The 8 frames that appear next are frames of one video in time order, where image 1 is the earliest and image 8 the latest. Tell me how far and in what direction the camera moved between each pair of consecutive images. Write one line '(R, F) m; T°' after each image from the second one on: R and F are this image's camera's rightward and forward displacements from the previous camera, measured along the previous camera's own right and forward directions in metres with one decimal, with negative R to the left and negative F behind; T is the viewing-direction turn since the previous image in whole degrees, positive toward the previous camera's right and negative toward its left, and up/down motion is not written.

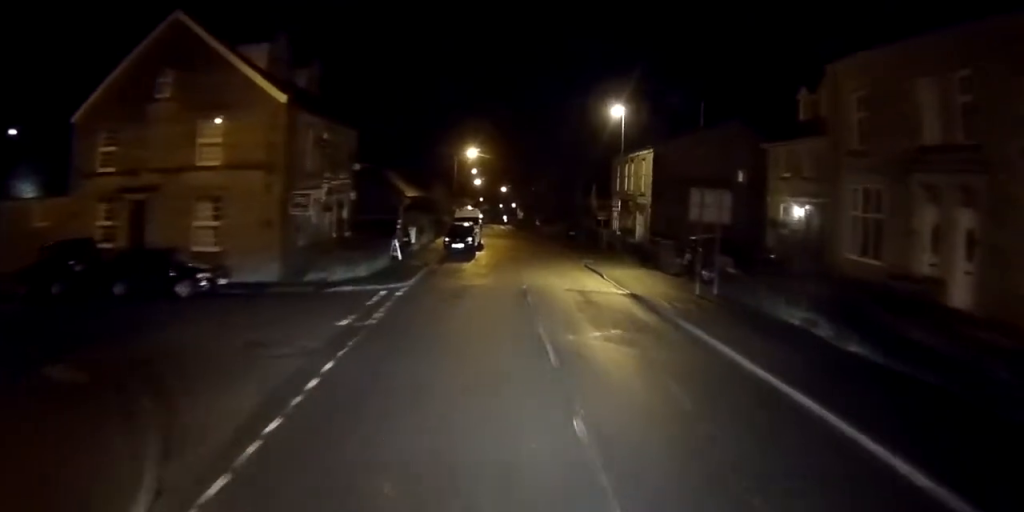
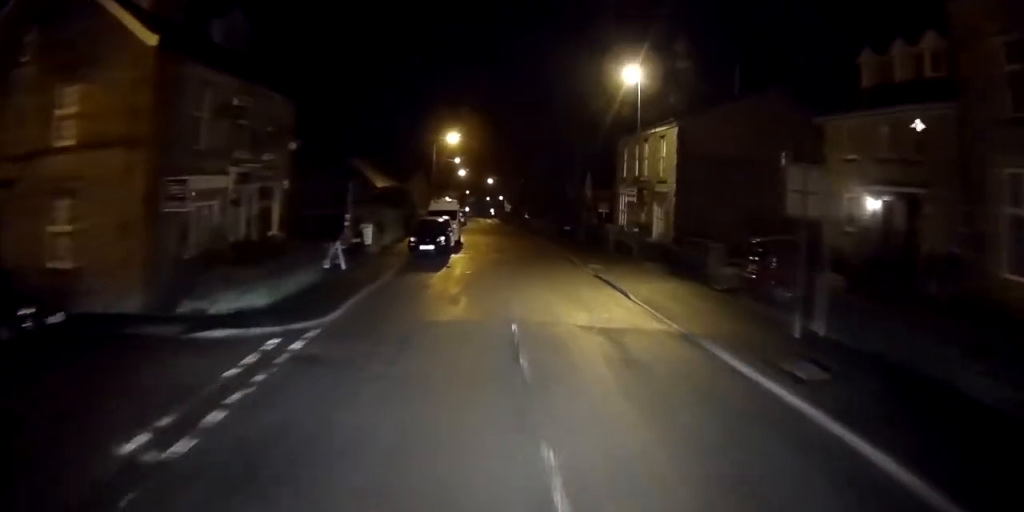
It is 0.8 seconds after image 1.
(+0.2, +8.0) m; 0°
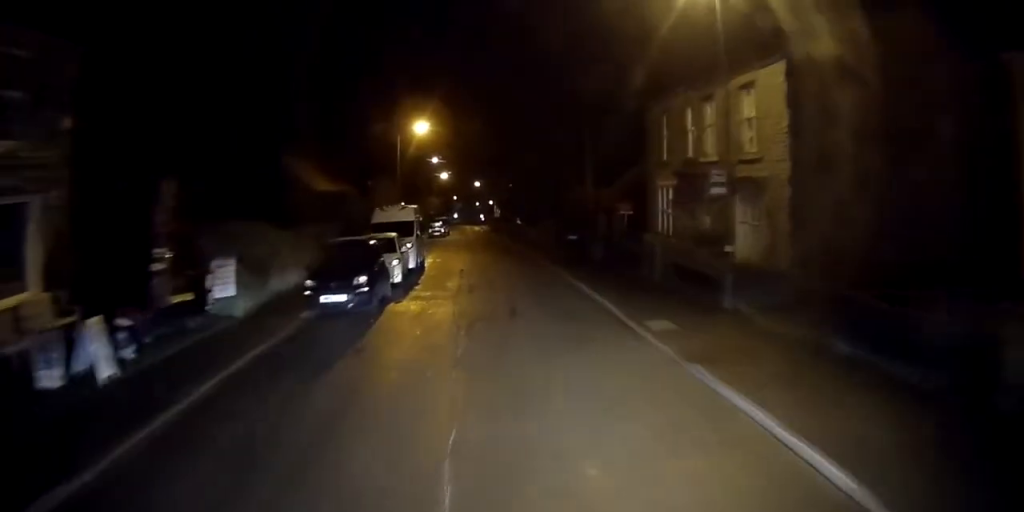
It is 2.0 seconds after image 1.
(-0.3, +13.1) m; -2°
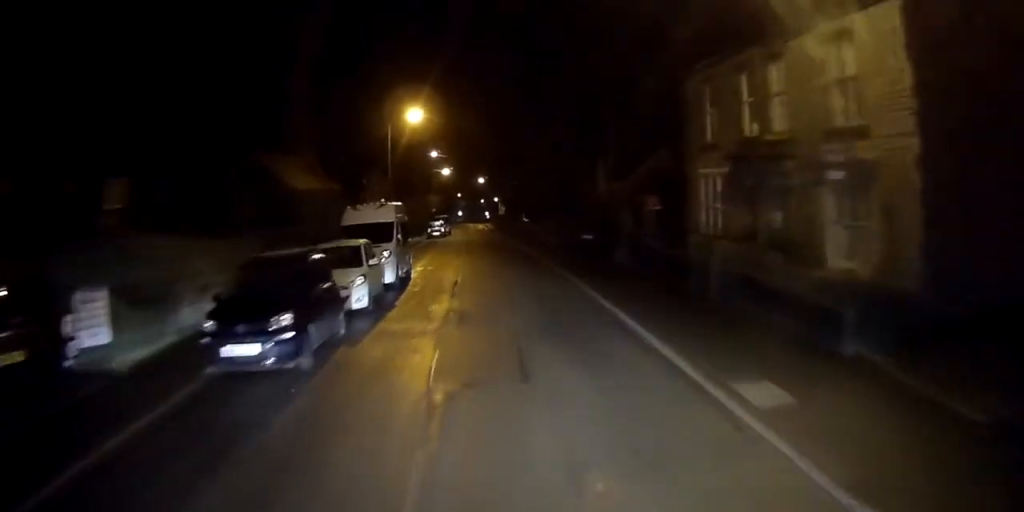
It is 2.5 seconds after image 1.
(-0.1, +5.4) m; 0°
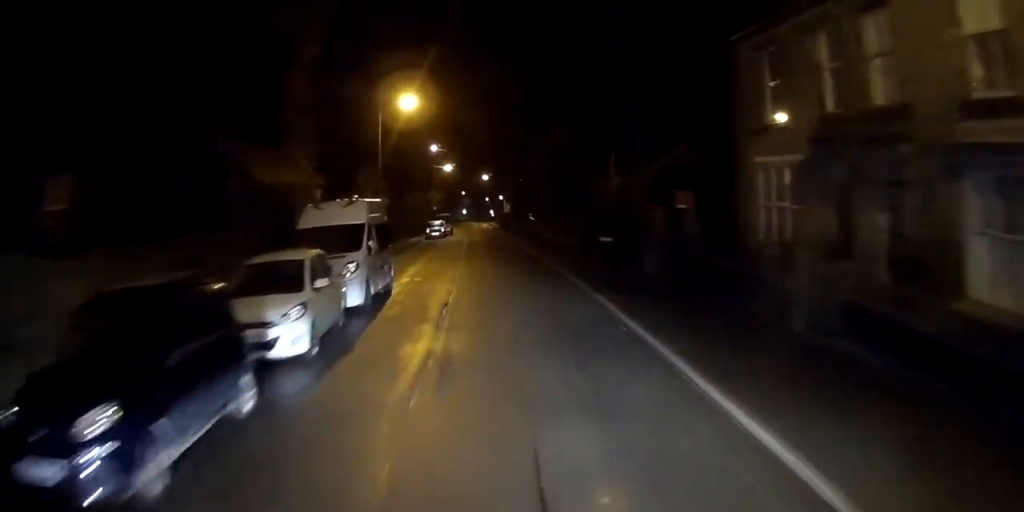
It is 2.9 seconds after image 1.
(0.0, +4.8) m; 0°
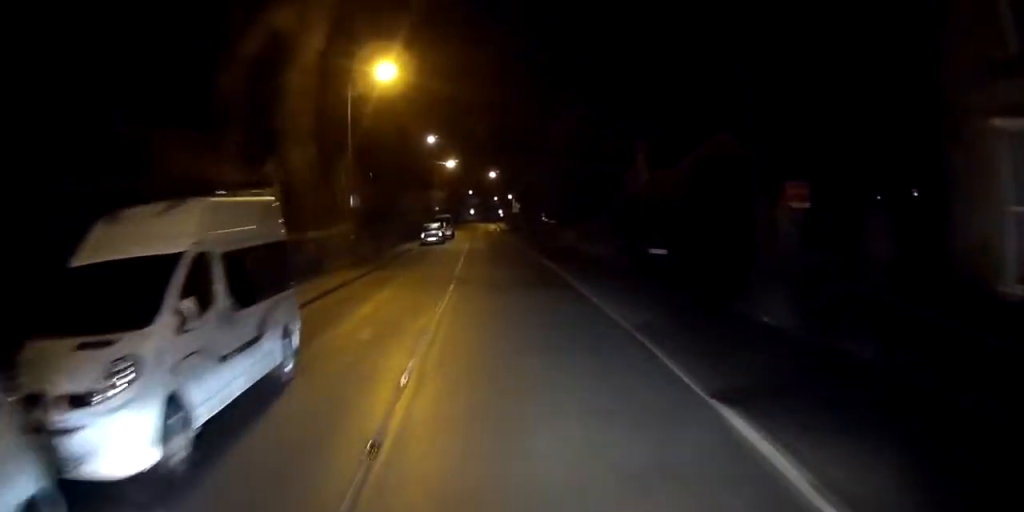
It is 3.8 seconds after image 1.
(+0.1, +9.2) m; -1°
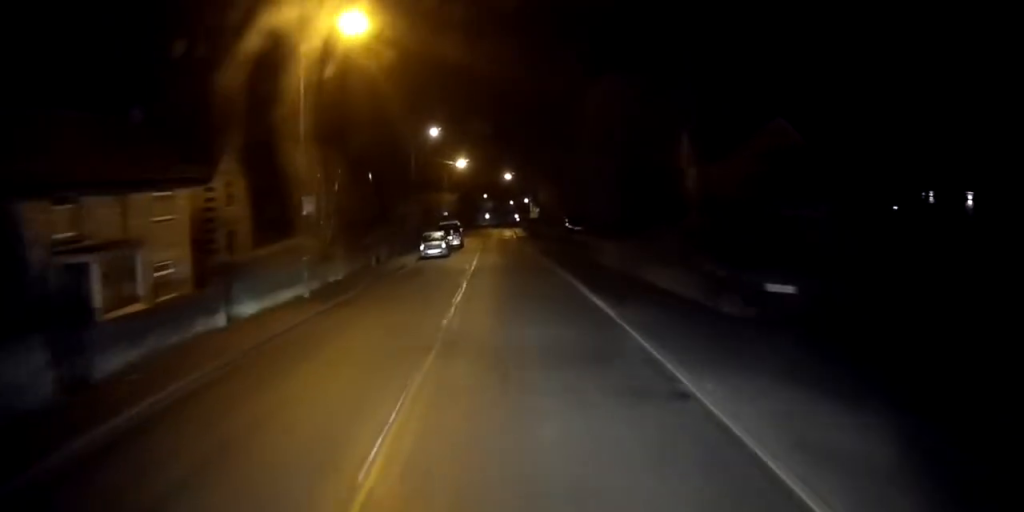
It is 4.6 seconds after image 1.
(-0.2, +8.9) m; -1°
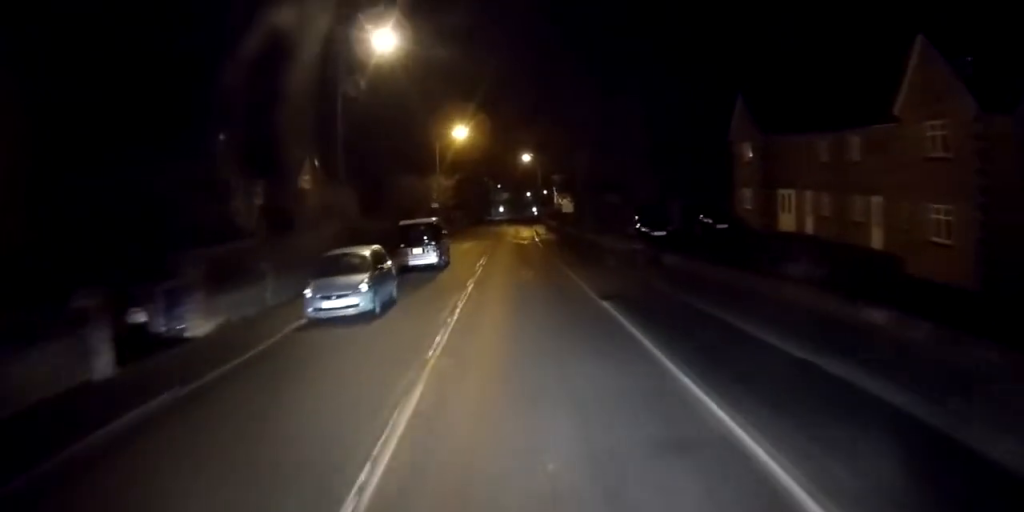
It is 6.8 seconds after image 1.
(-0.3, +25.5) m; -1°
